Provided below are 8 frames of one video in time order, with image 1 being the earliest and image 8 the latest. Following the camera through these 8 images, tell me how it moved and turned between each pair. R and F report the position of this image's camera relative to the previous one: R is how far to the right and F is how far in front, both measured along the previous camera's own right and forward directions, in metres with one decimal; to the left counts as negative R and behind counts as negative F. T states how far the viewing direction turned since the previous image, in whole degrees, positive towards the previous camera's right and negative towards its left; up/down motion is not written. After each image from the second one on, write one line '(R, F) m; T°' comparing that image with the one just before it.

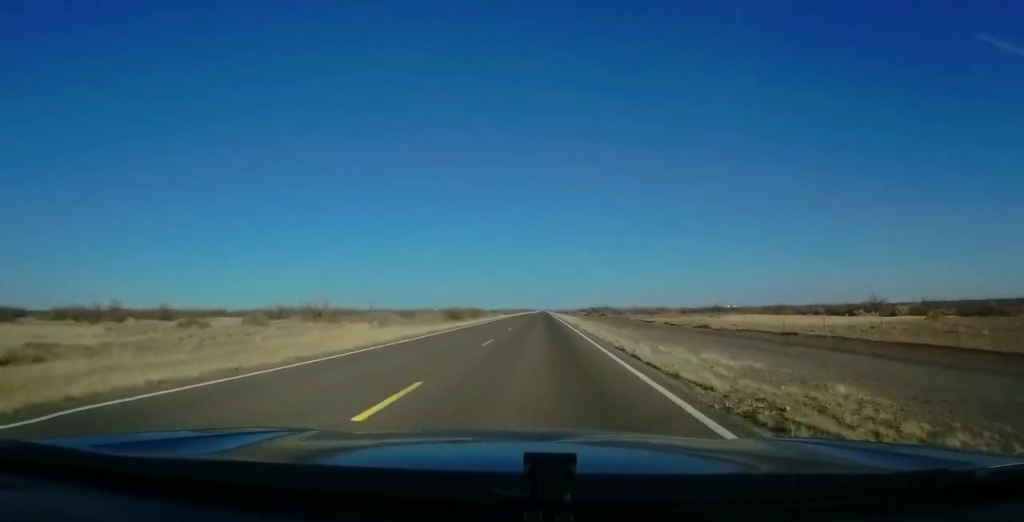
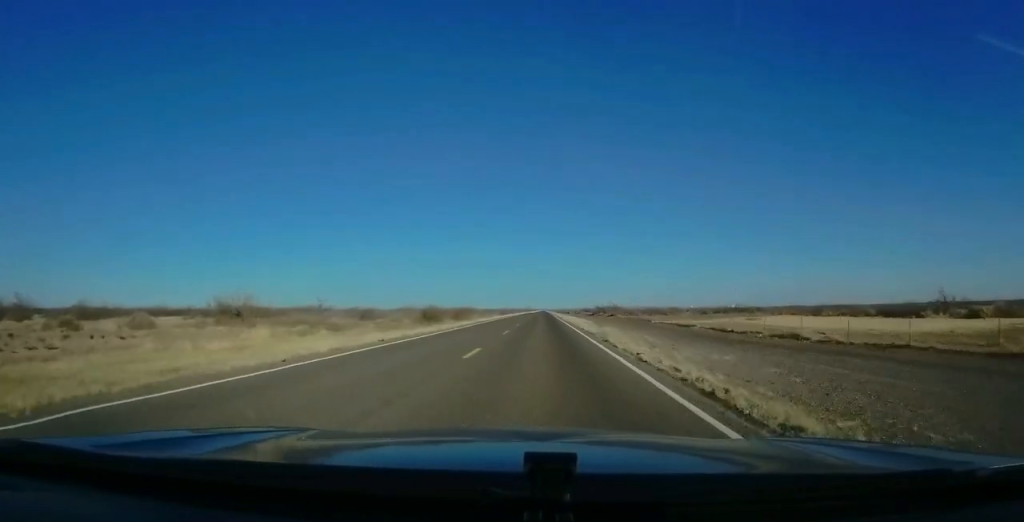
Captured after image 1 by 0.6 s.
(+0.1, +17.0) m; 0°
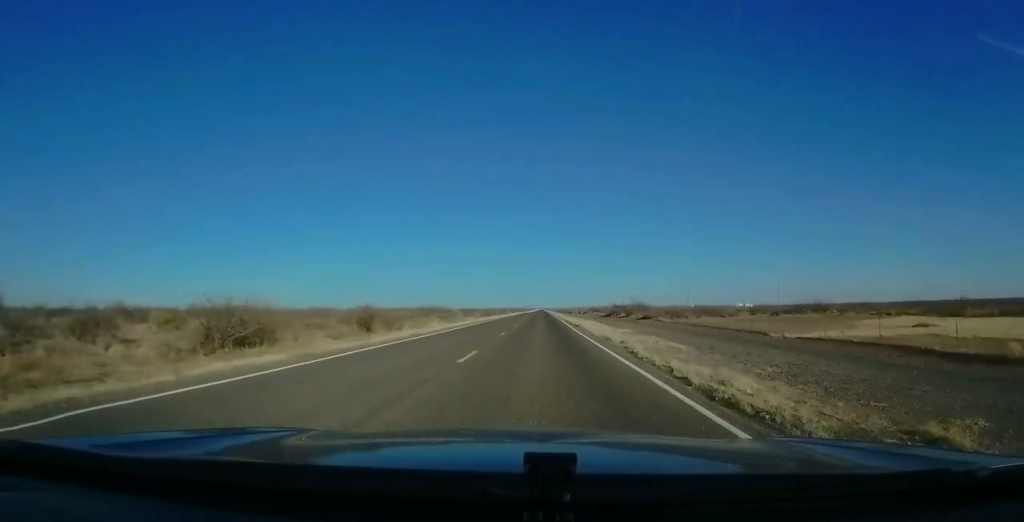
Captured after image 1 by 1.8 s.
(+0.1, +38.0) m; 0°
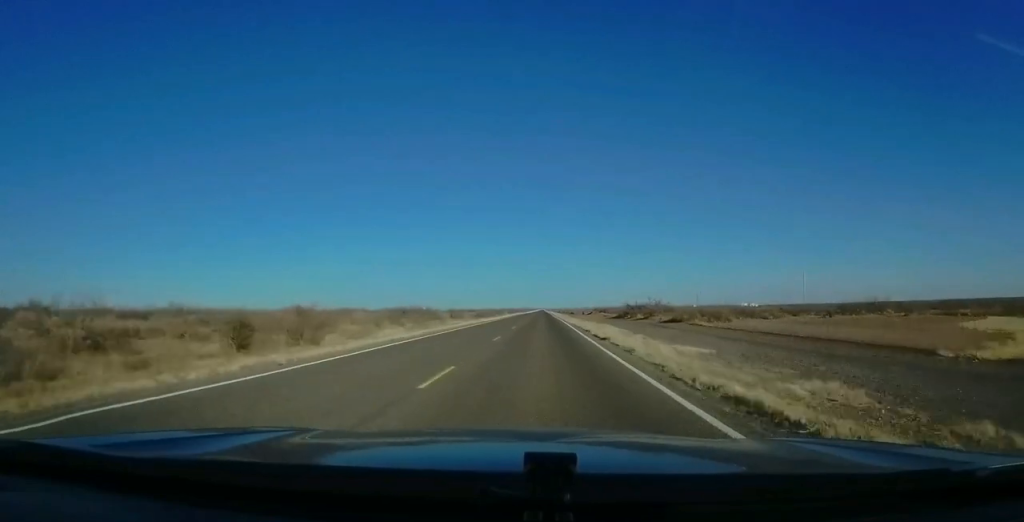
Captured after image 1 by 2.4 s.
(0.0, +15.9) m; 0°
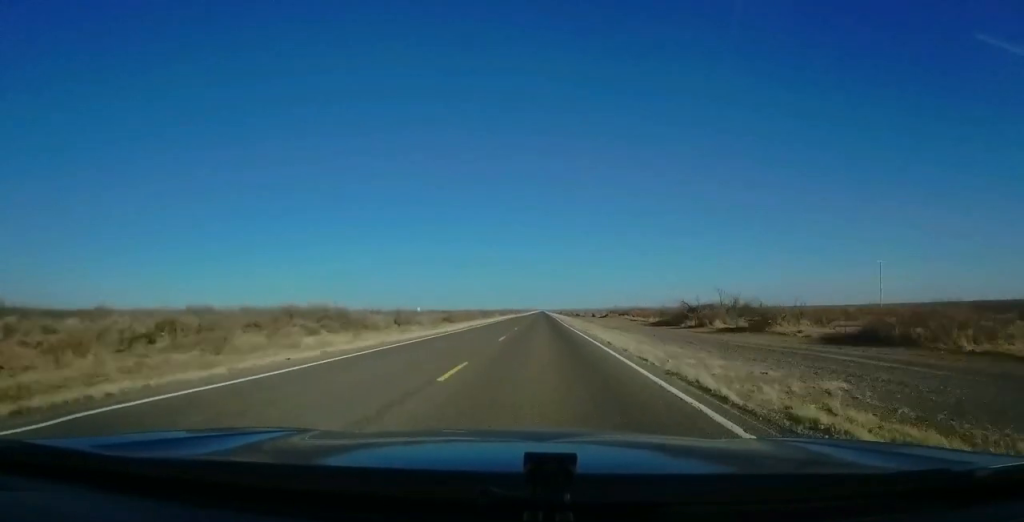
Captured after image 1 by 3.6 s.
(-0.2, +35.6) m; -1°
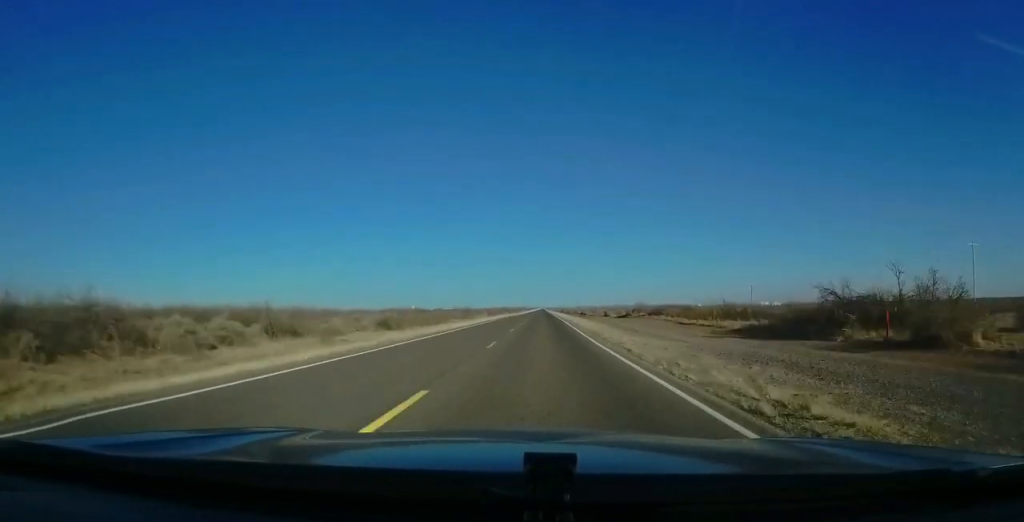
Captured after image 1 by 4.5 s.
(-0.3, +28.7) m; 0°
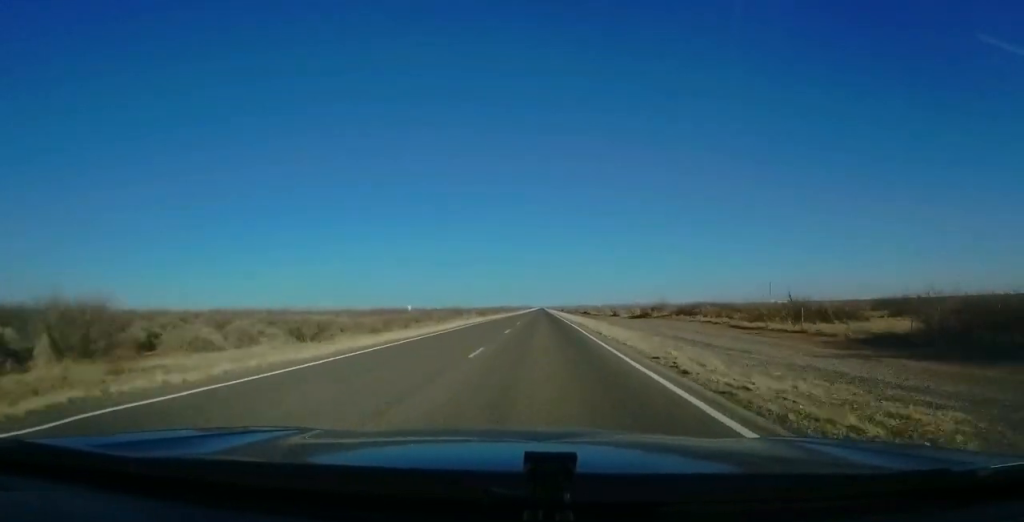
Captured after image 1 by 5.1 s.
(-0.2, +16.0) m; 0°
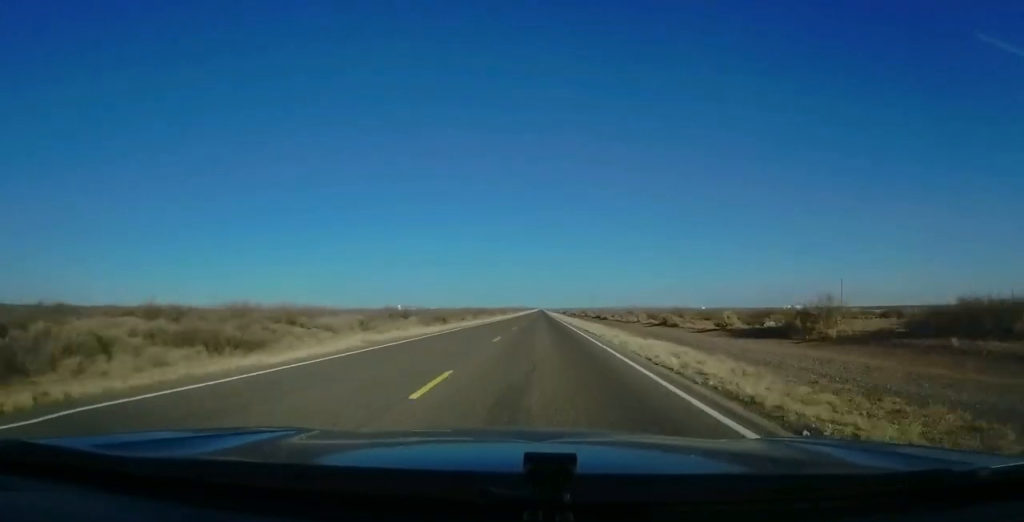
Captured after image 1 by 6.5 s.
(+0.5, +42.8) m; 0°
